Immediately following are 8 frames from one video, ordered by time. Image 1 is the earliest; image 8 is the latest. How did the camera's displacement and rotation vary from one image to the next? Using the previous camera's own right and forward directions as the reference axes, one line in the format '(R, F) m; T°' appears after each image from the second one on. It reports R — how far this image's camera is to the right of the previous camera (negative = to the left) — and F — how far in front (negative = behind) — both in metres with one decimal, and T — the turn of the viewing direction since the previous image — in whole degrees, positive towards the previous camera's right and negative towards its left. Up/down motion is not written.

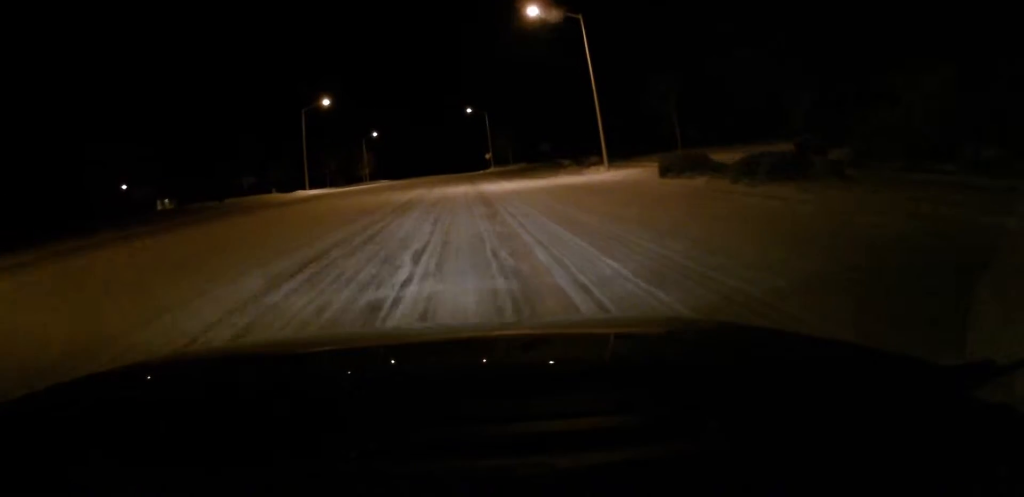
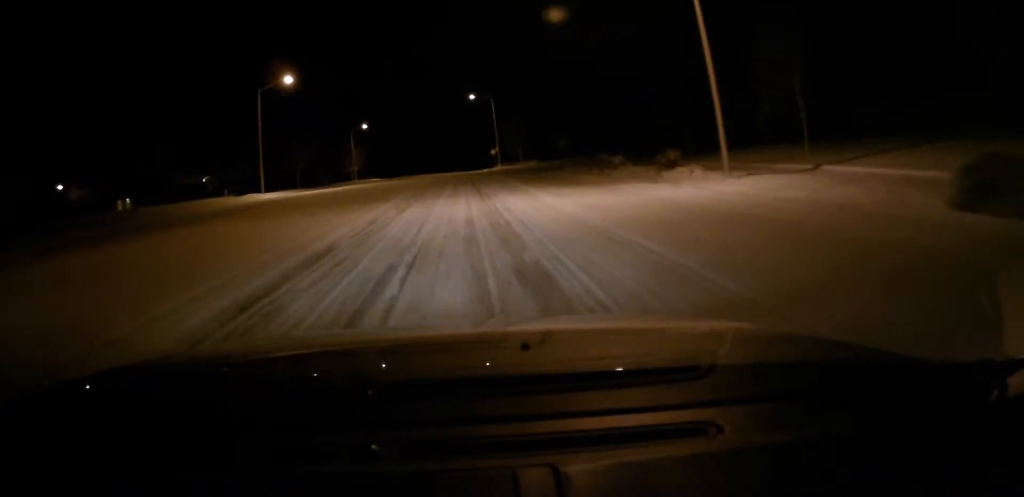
(0.0, +17.6) m; 0°
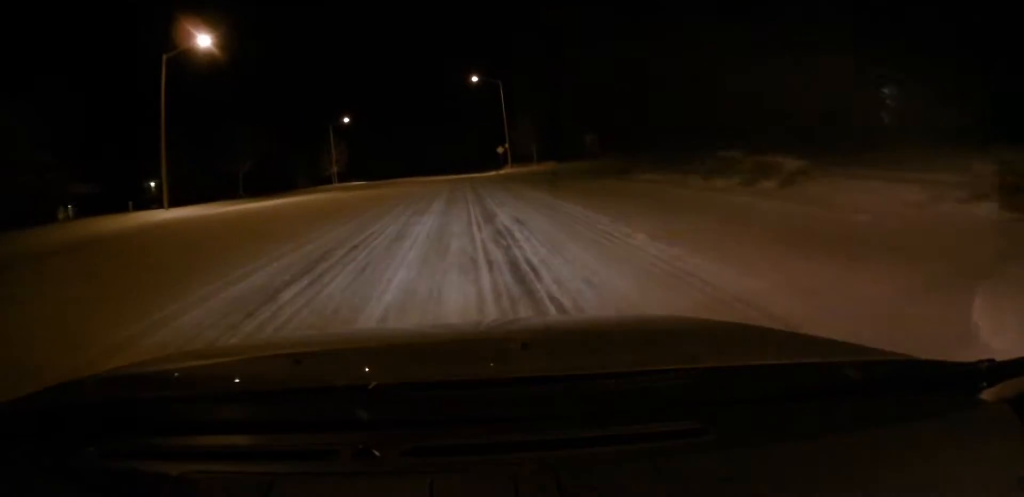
(0.0, +20.0) m; 0°
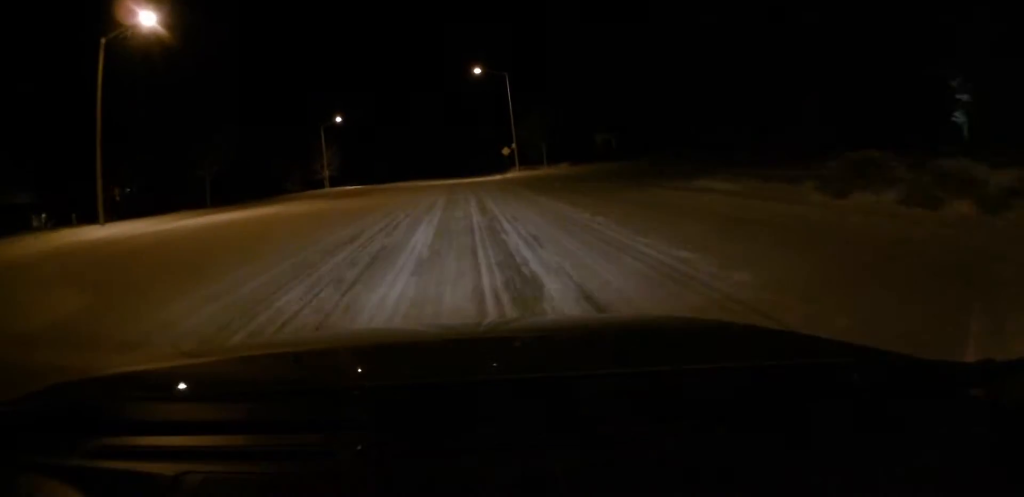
(0.0, +8.0) m; 0°
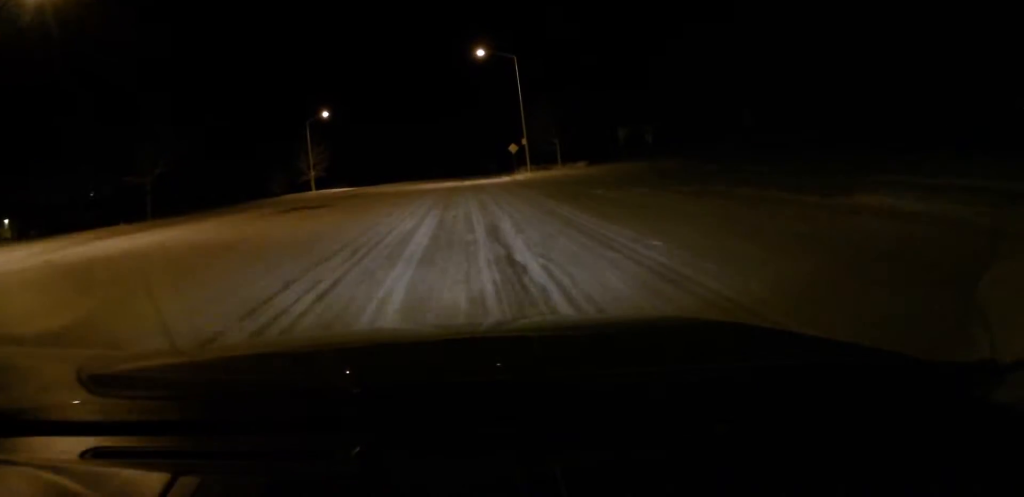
(0.0, +9.9) m; 0°
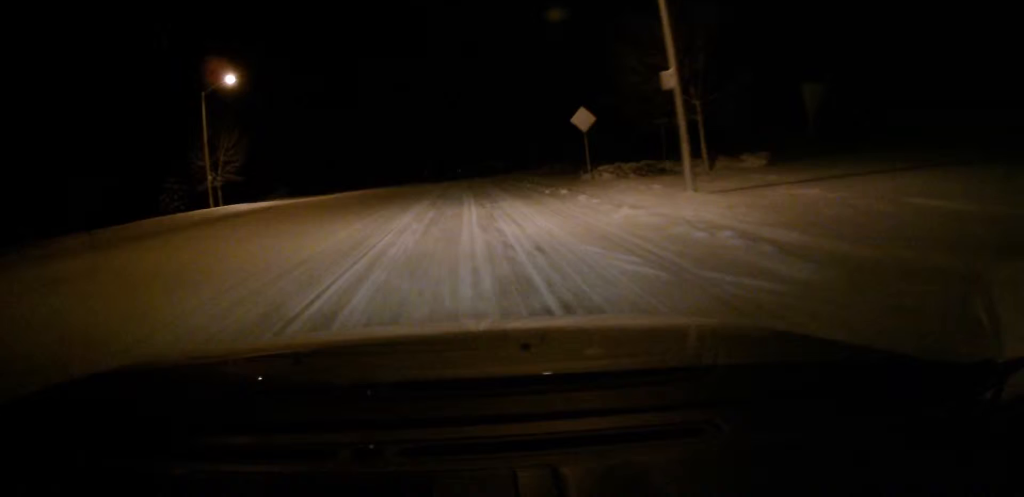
(0.0, +36.9) m; 0°
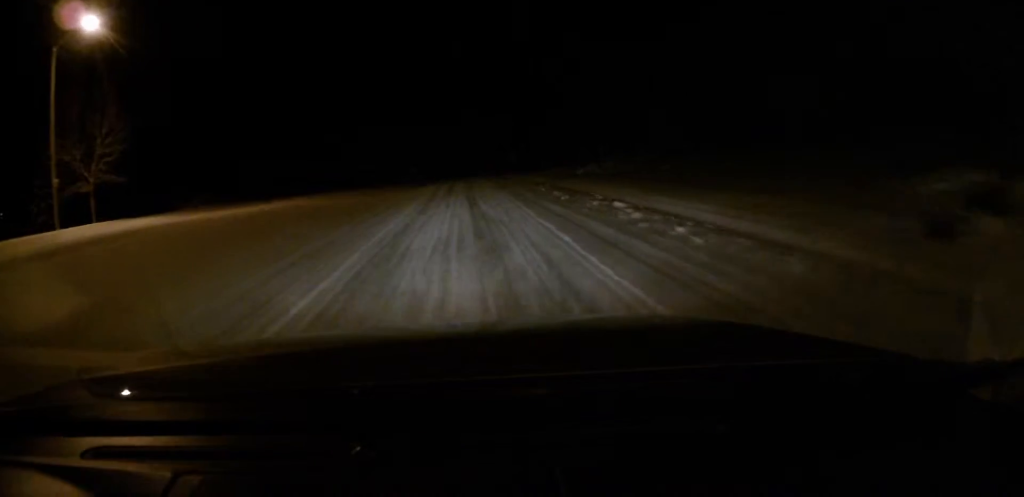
(0.0, +22.3) m; 0°
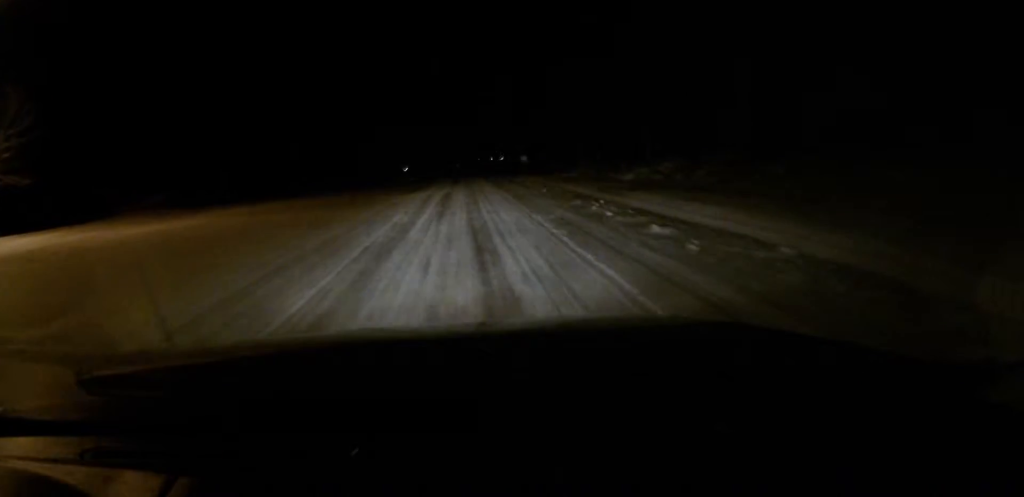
(0.0, +10.5) m; 0°
